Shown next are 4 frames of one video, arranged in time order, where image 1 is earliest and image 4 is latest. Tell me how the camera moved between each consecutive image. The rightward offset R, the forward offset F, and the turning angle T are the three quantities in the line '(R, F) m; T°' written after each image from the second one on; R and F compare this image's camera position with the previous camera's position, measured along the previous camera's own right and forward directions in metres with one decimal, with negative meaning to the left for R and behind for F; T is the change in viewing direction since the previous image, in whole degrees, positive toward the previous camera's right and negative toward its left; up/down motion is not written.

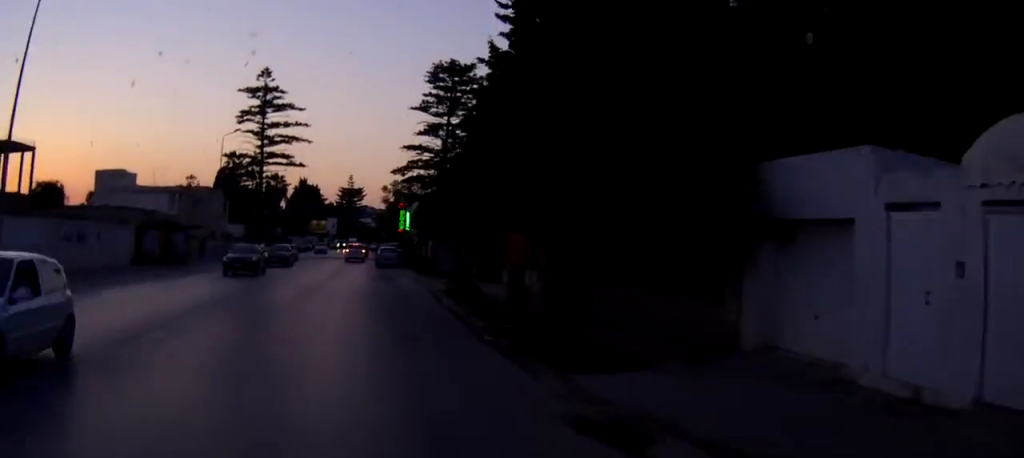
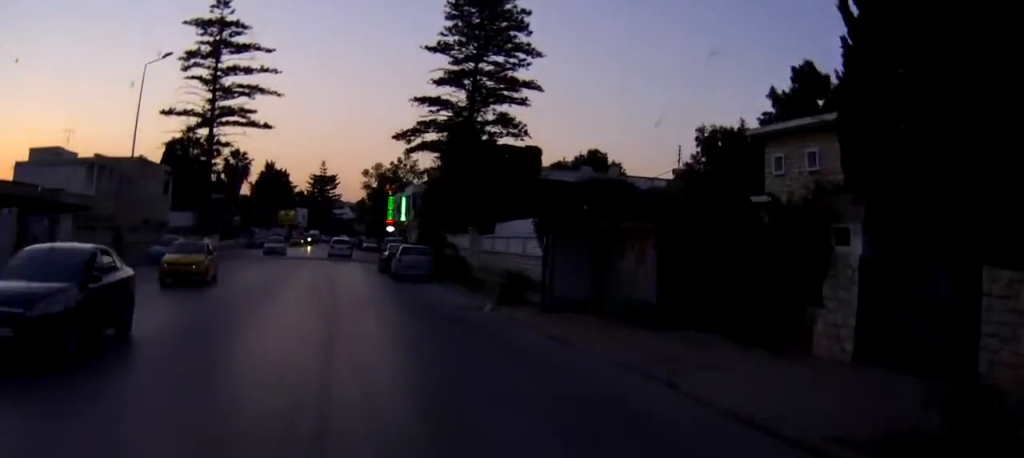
(+1.0, +22.5) m; +4°
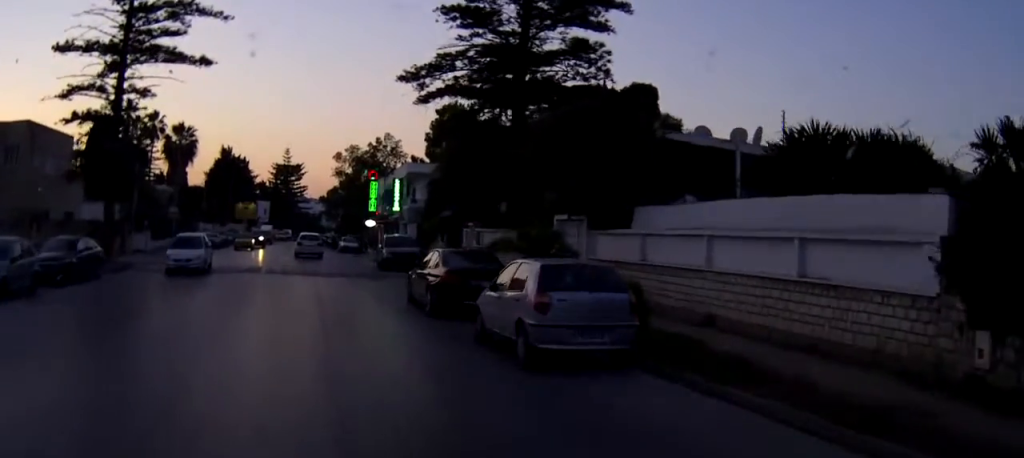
(+0.4, +20.5) m; +3°
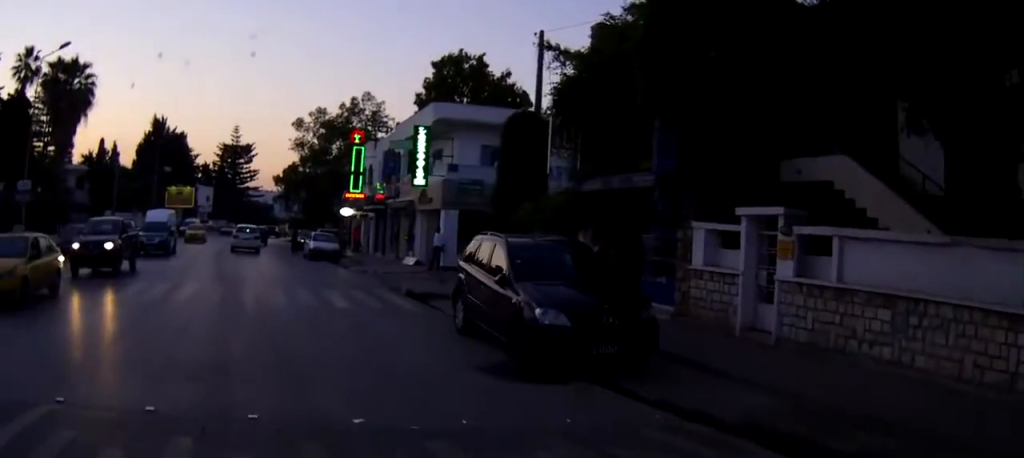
(+0.9, +27.4) m; +2°
